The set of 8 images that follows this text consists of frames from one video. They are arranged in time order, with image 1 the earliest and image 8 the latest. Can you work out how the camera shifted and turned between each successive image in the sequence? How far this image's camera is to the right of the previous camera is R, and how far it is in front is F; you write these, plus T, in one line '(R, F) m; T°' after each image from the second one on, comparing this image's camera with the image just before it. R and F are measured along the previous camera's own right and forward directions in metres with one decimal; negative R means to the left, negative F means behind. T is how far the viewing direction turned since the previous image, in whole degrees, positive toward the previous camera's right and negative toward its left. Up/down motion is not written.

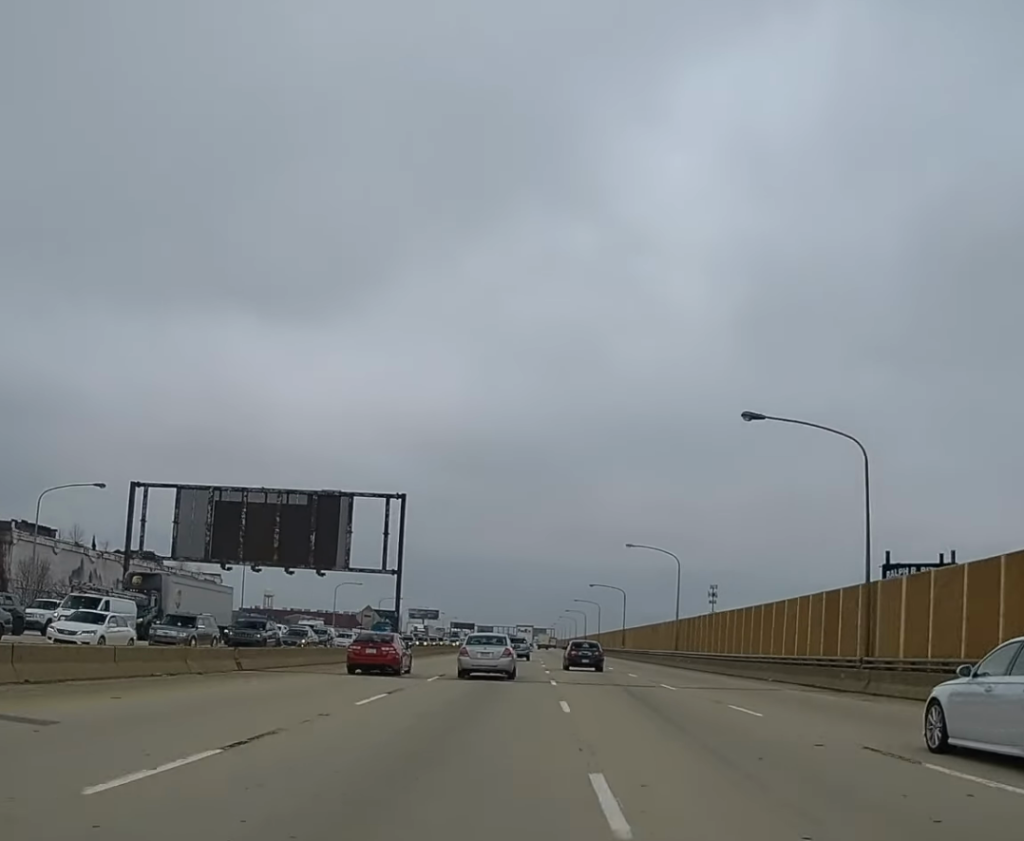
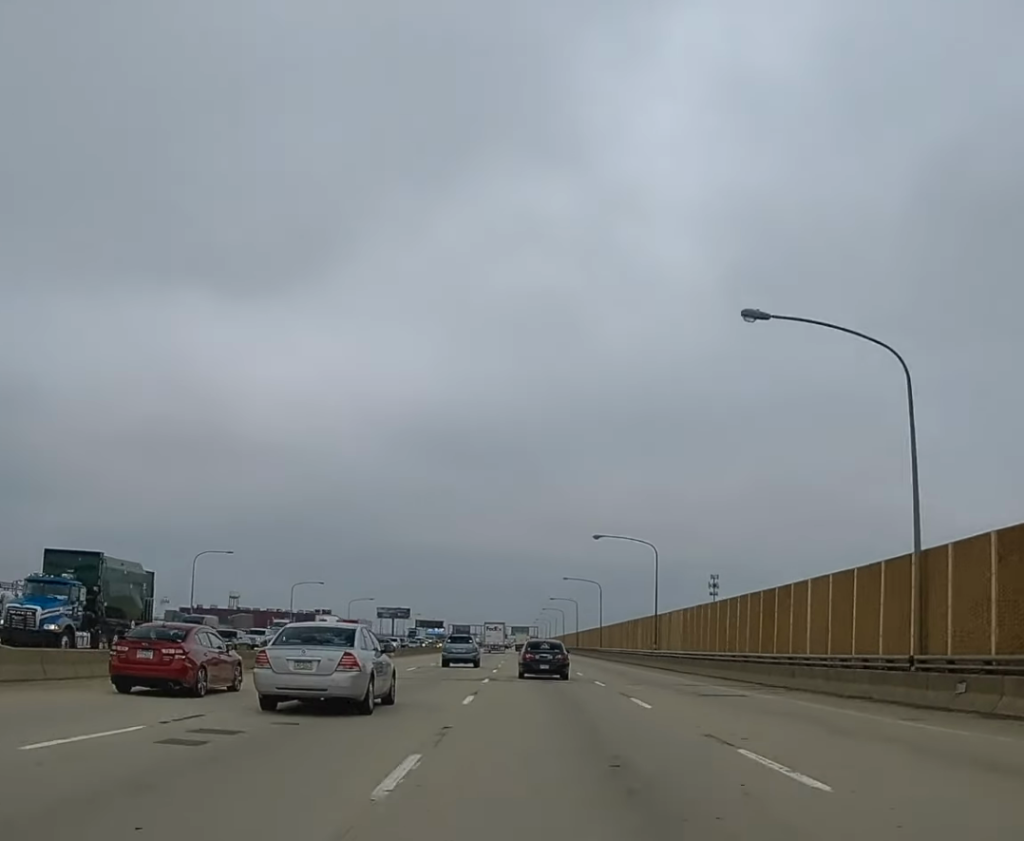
(+0.4, +58.5) m; +1°
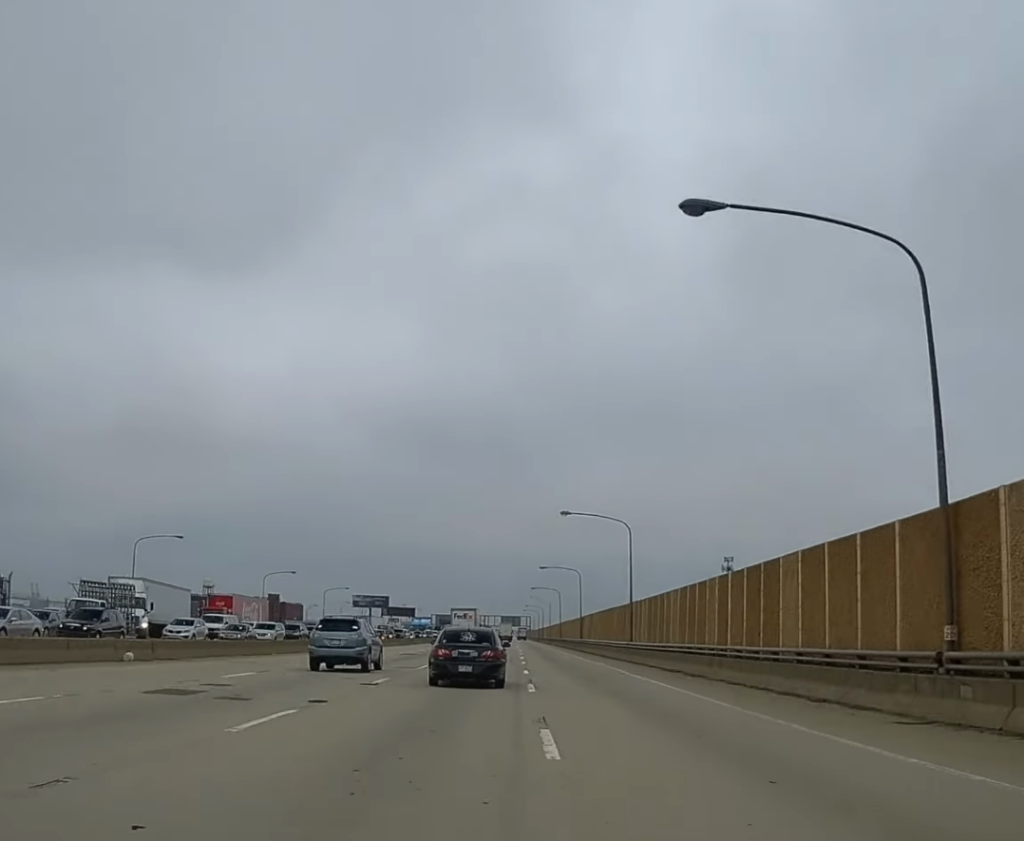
(+0.5, +56.2) m; 0°
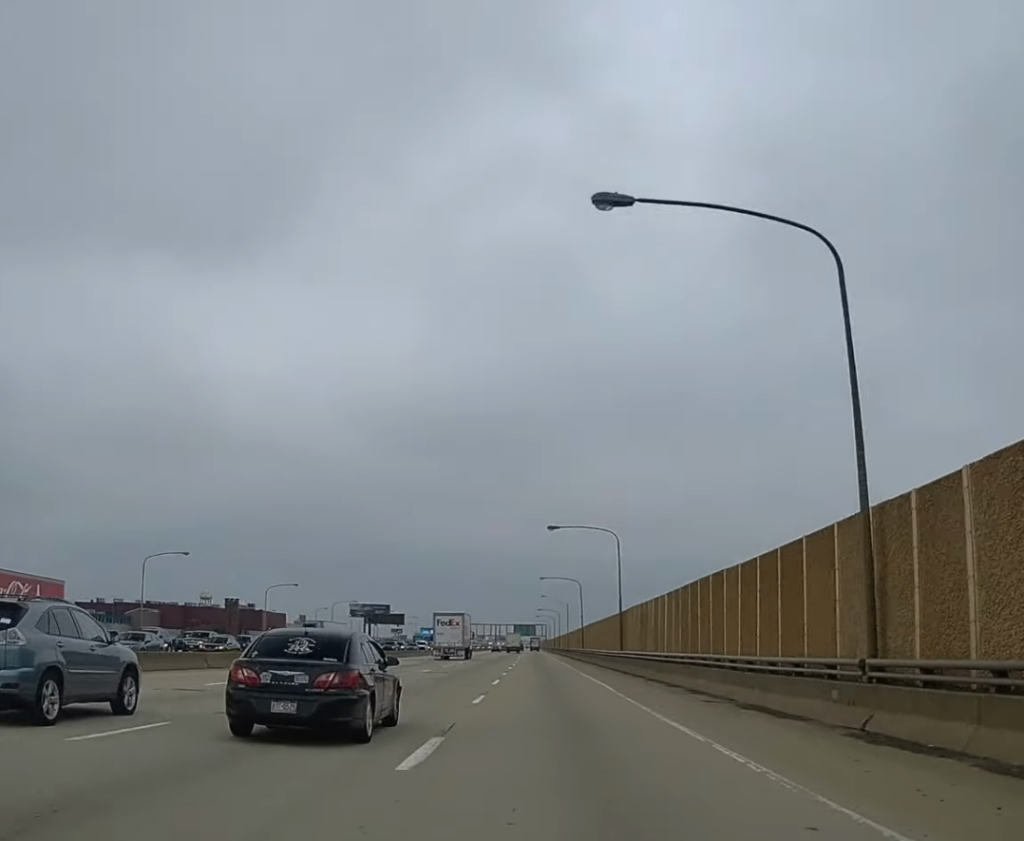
(-0.5, +48.8) m; 0°
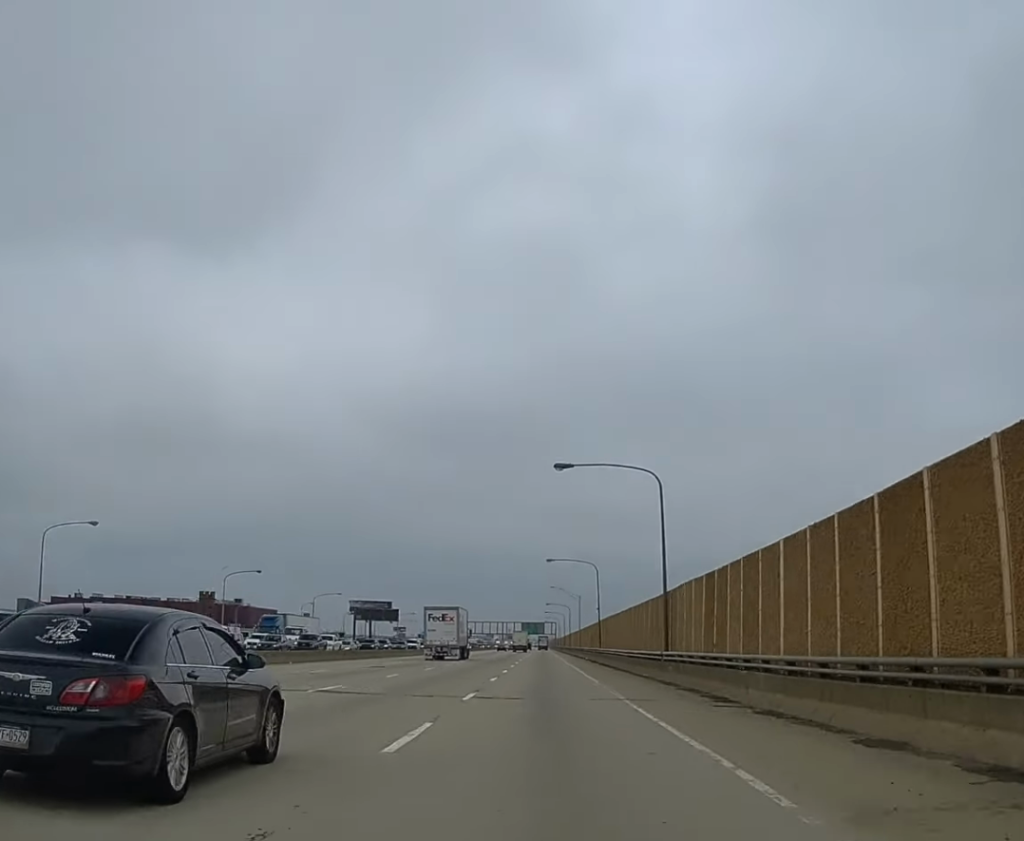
(+0.1, +22.6) m; 0°
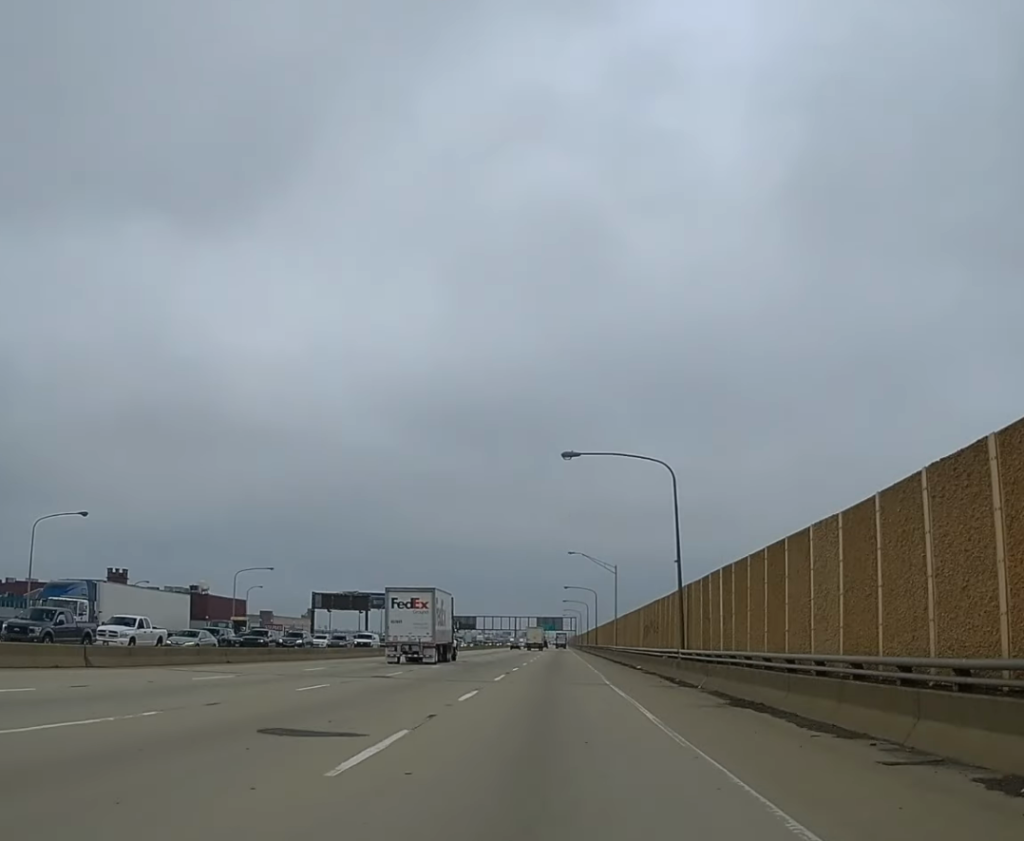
(-0.3, +50.9) m; -1°
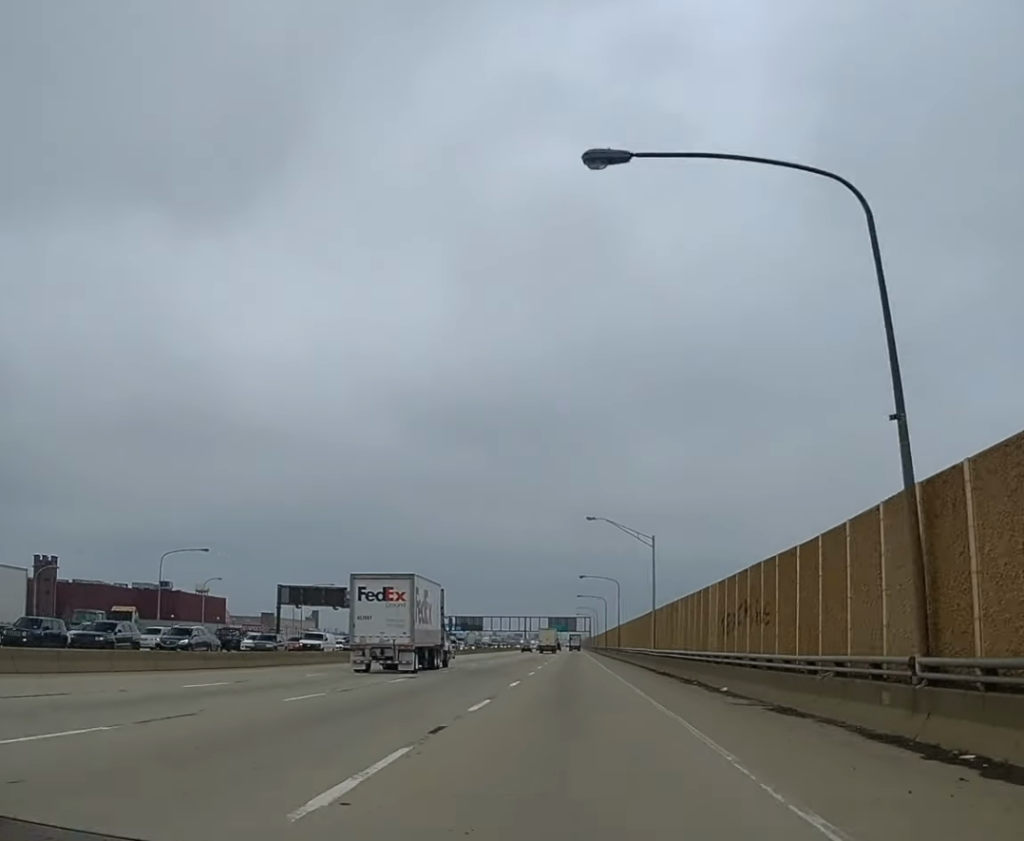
(-0.1, +26.7) m; -1°
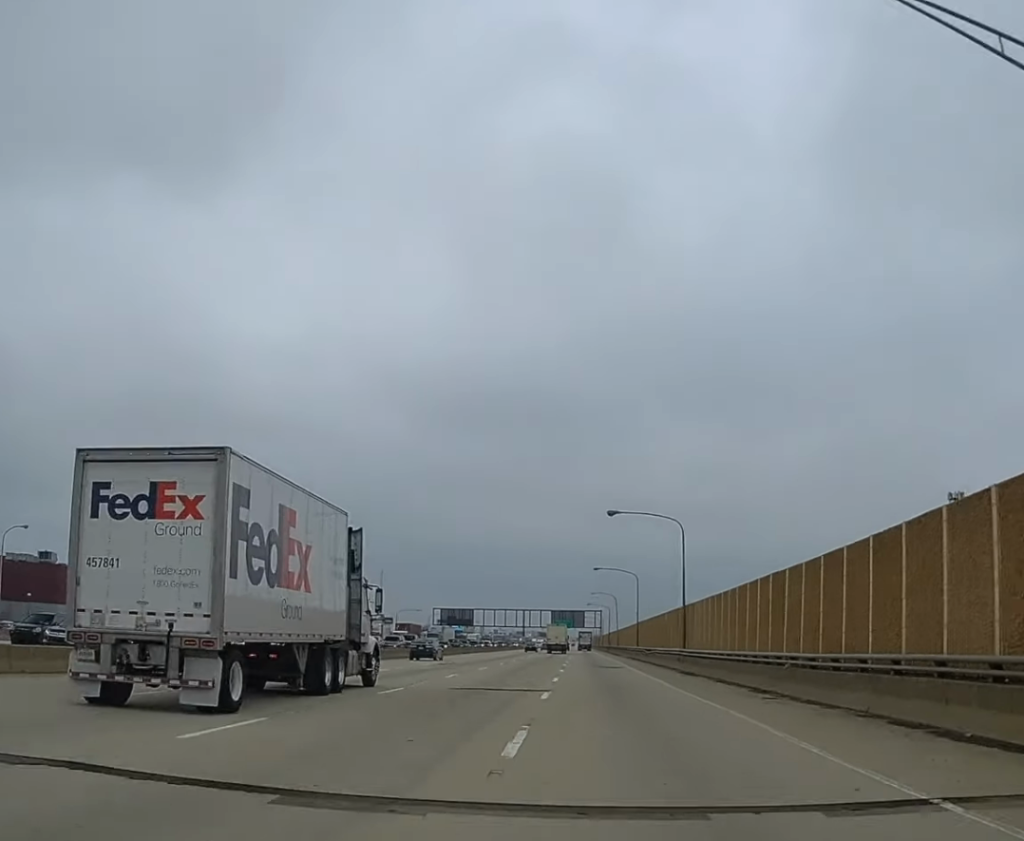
(-0.5, +56.5) m; -1°
